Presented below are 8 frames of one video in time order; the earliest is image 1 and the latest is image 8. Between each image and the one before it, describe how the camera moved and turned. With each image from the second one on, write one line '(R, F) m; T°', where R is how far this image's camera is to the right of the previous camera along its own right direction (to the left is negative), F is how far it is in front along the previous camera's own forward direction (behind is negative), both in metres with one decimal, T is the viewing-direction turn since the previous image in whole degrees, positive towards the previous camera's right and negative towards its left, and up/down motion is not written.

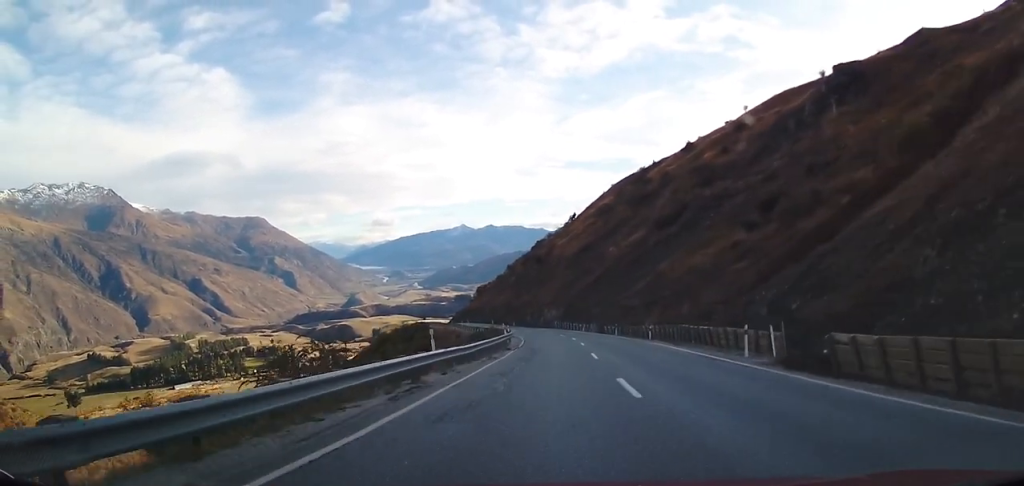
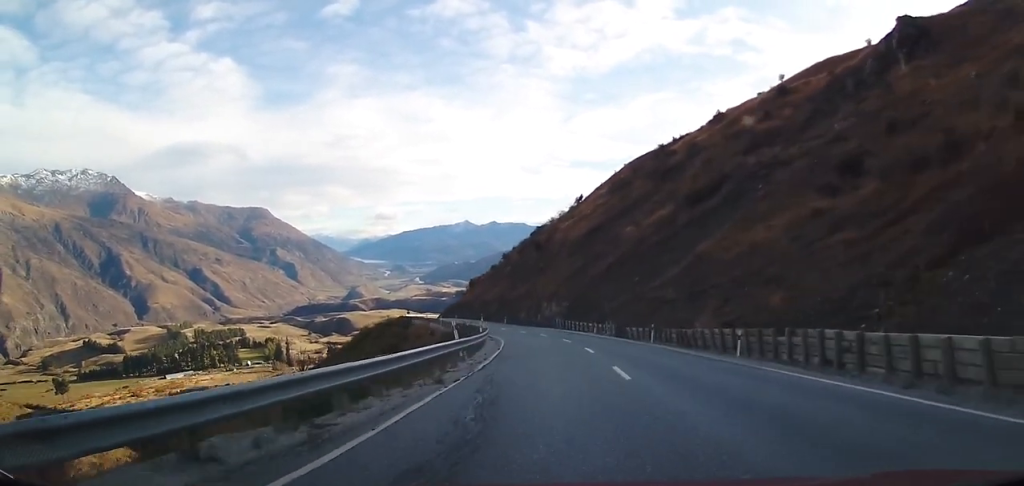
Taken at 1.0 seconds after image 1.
(-0.1, +15.3) m; 0°
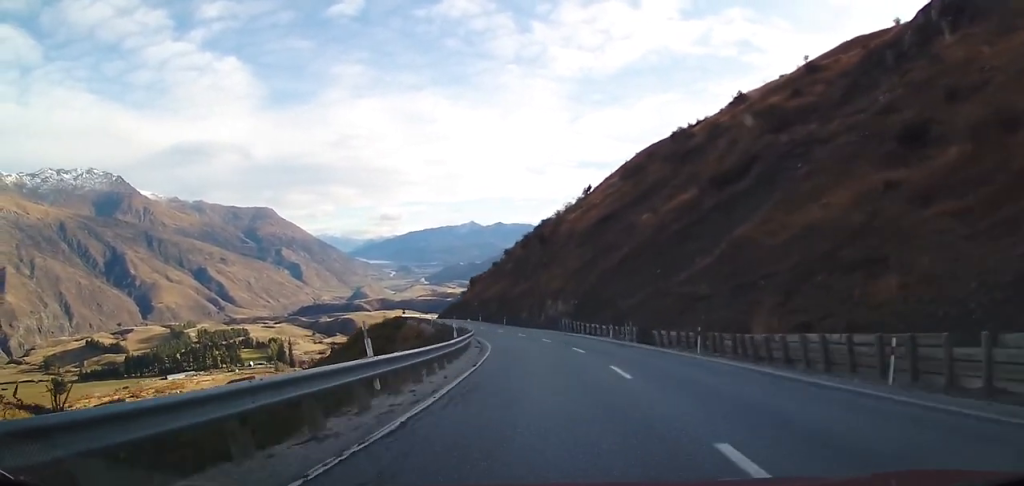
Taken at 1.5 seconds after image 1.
(0.0, +8.1) m; 0°
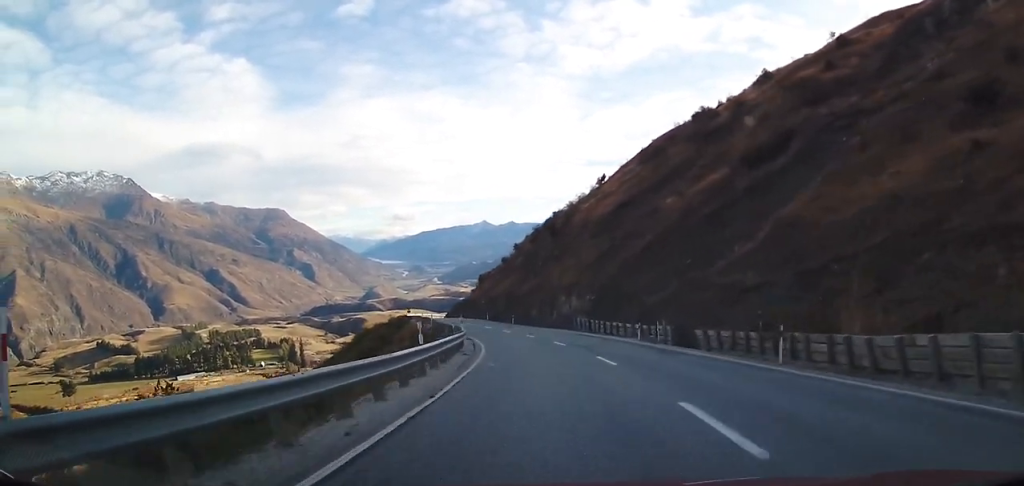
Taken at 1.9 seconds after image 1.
(0.0, +6.8) m; -1°
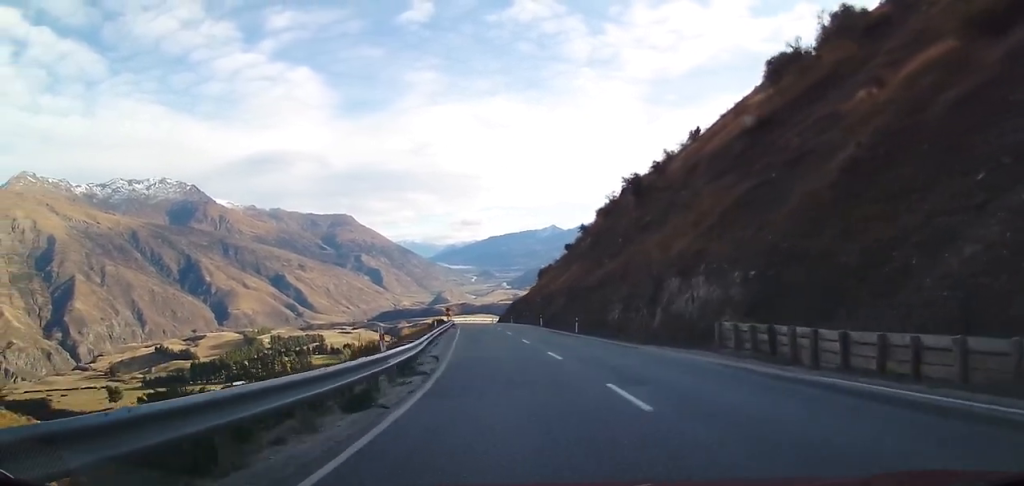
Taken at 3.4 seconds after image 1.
(-0.7, +26.5) m; -4°
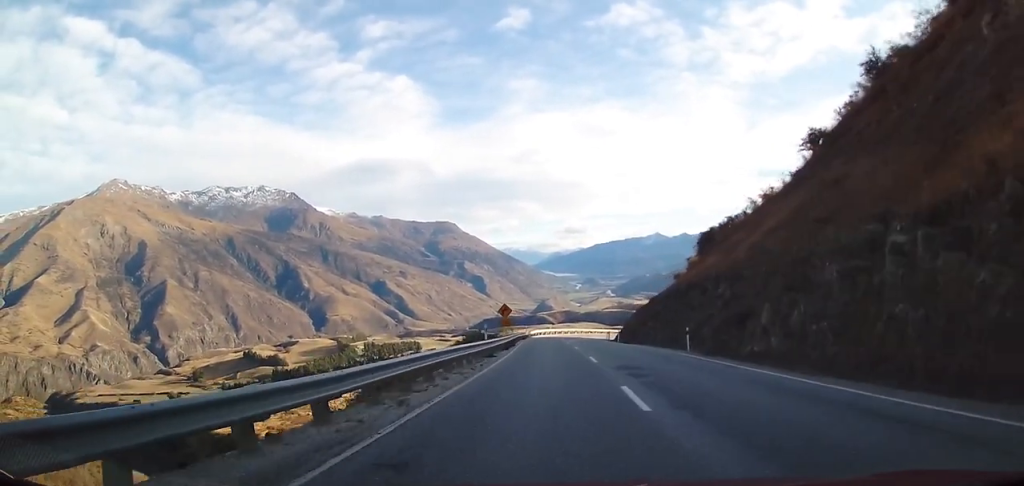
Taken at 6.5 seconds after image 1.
(-7.9, +56.8) m; -13°
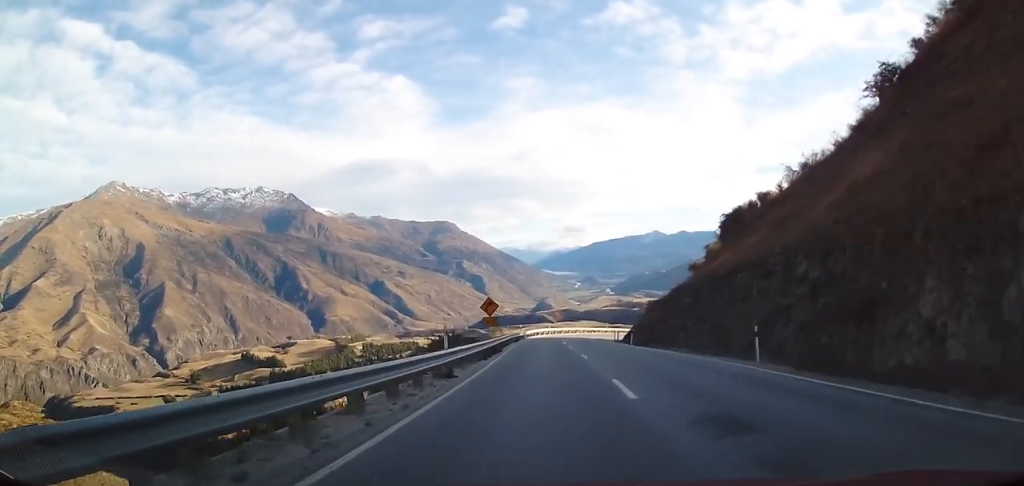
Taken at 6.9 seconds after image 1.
(0.0, +9.0) m; 0°
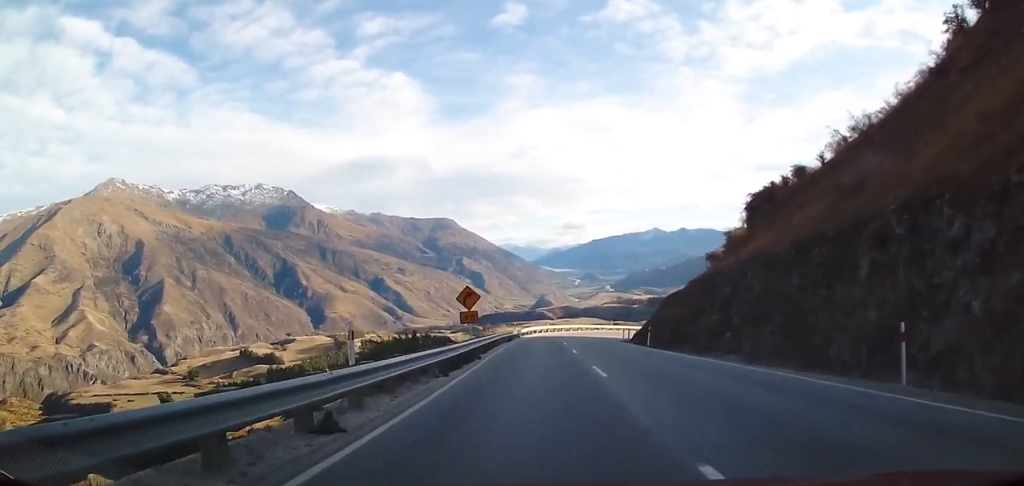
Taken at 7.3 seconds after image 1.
(+0.2, +7.7) m; 0°
